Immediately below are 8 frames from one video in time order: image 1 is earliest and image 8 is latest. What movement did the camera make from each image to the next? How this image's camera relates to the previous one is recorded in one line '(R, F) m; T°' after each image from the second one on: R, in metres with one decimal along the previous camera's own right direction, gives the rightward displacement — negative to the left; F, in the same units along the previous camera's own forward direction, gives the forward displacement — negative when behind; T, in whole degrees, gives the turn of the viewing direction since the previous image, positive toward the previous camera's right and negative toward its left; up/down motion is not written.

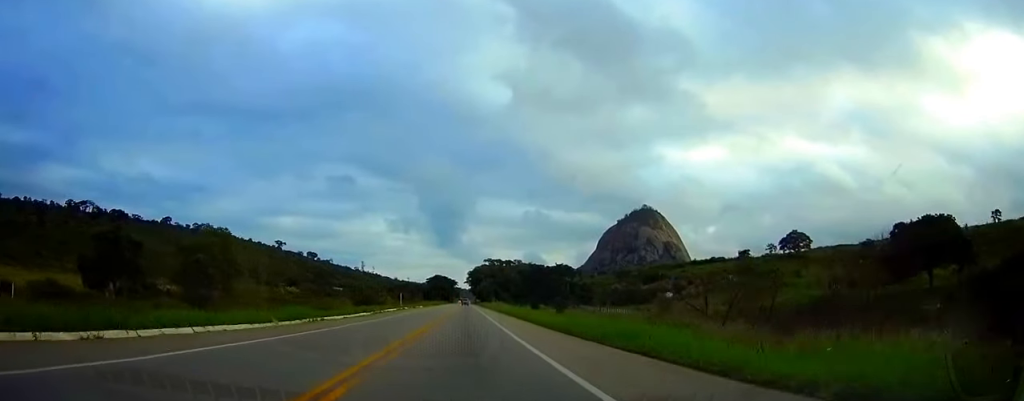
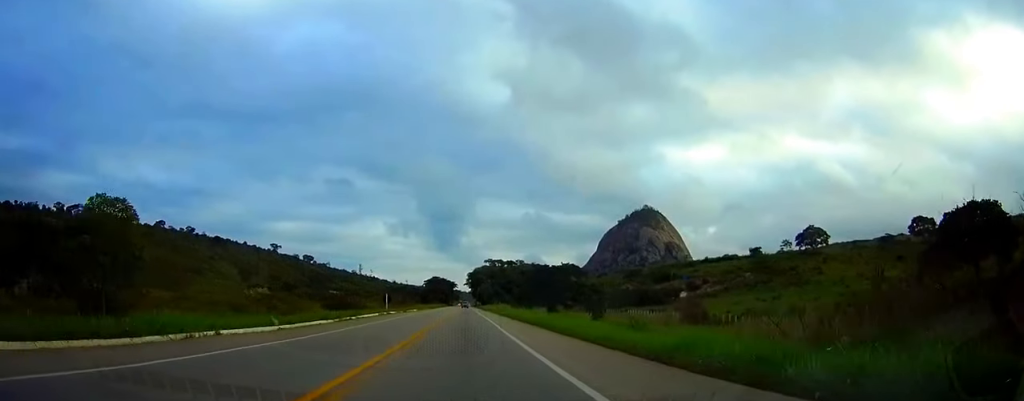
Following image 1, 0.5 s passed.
(-0.1, +16.8) m; 0°
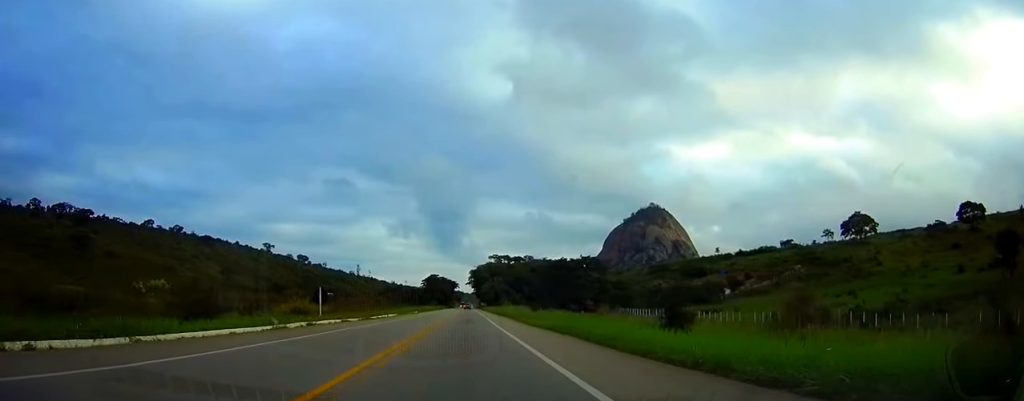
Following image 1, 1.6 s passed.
(+0.1, +36.9) m; 0°
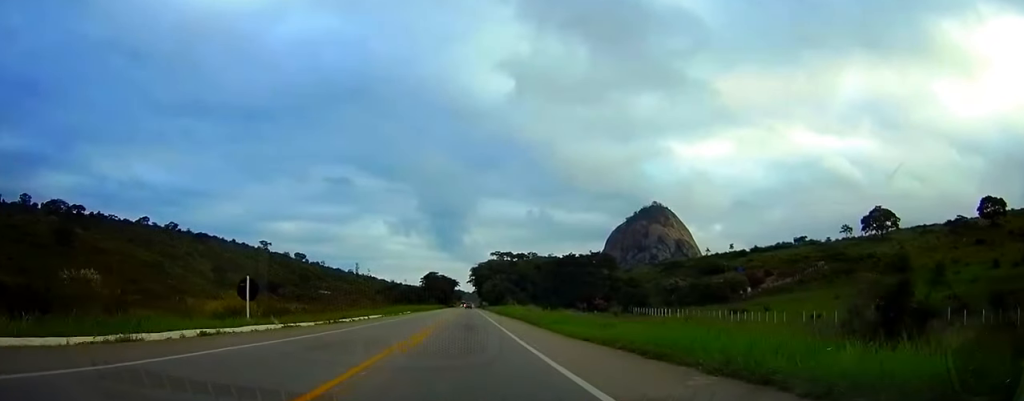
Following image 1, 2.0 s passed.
(0.0, +14.5) m; 0°
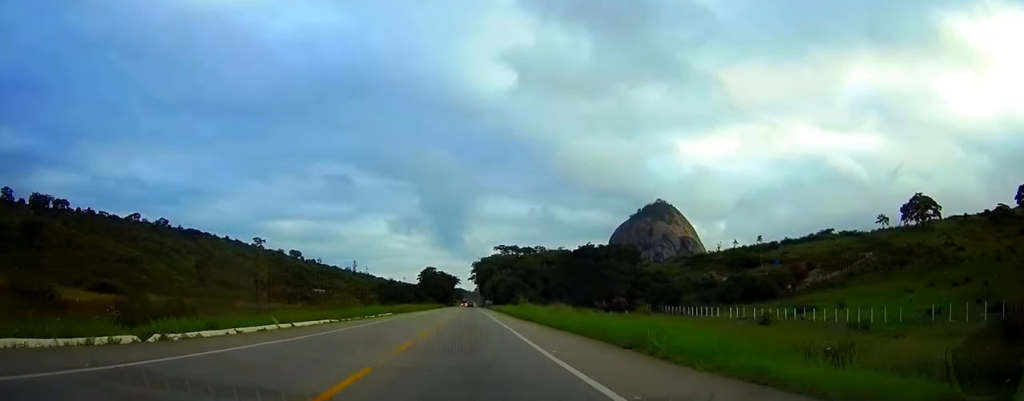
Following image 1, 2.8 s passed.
(-0.2, +25.7) m; 0°
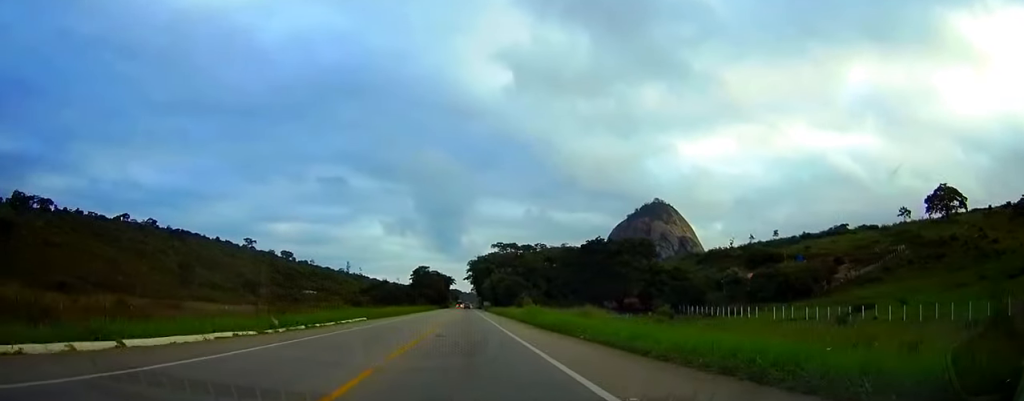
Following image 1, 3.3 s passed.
(0.0, +16.7) m; 0°
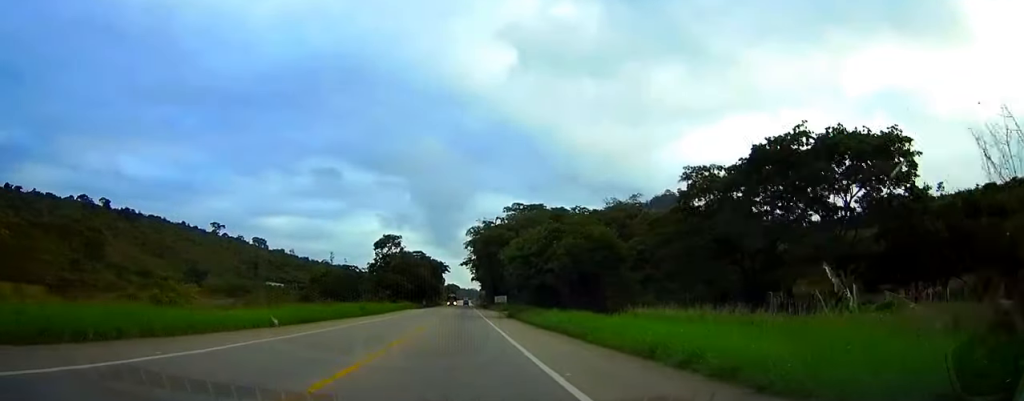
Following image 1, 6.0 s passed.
(+0.2, +89.6) m; 0°
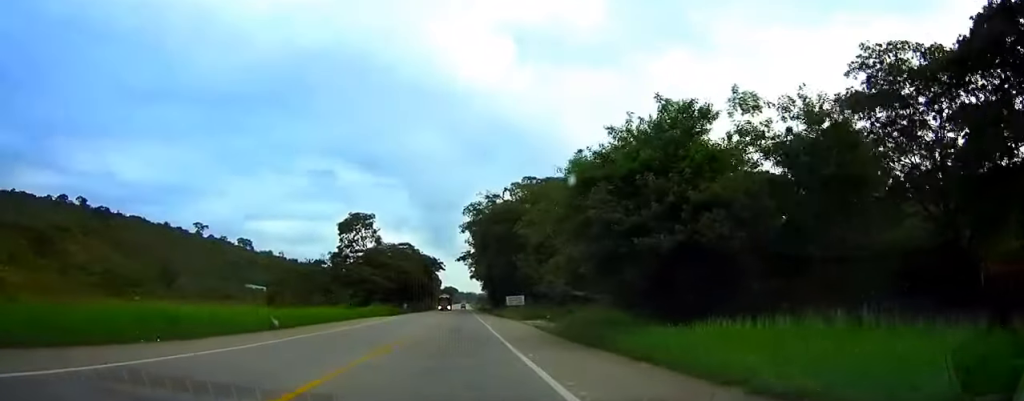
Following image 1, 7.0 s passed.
(+0.1, +34.8) m; 0°
